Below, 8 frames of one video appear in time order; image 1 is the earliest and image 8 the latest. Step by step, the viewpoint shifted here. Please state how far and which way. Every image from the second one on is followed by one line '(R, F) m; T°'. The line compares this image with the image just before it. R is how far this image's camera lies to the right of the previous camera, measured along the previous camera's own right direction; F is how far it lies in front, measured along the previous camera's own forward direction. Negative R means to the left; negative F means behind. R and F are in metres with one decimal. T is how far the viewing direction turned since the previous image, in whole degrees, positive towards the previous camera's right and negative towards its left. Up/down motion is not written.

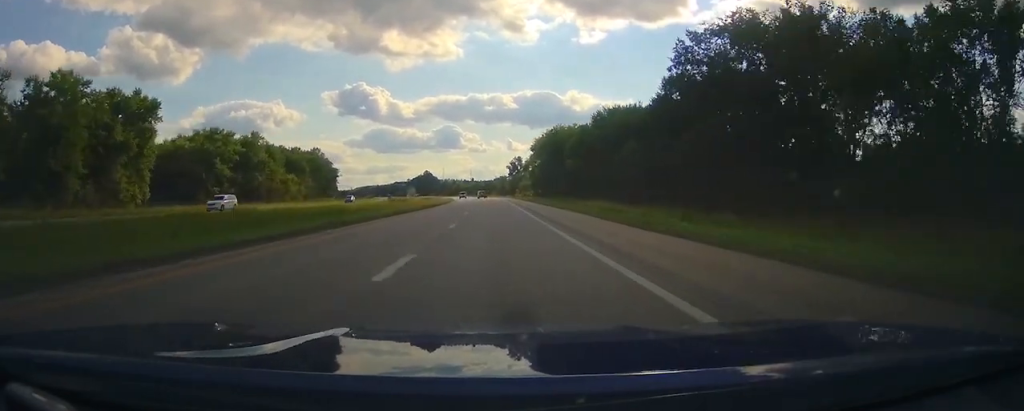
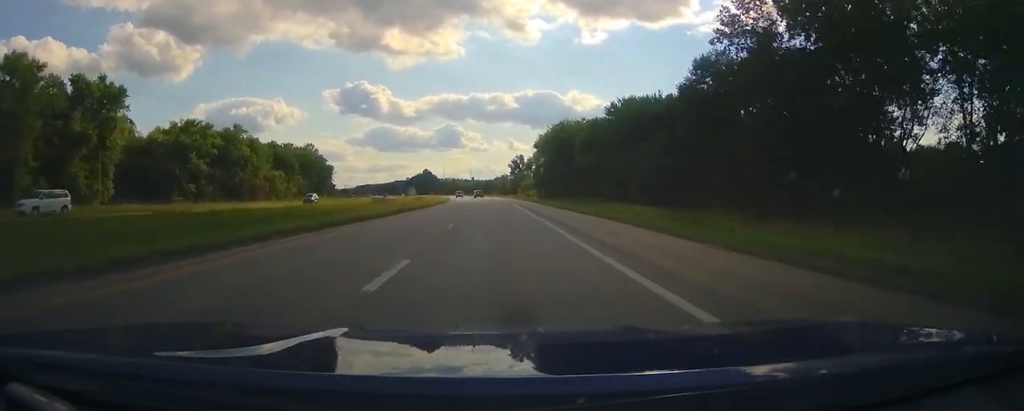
(0.0, +12.9) m; 0°
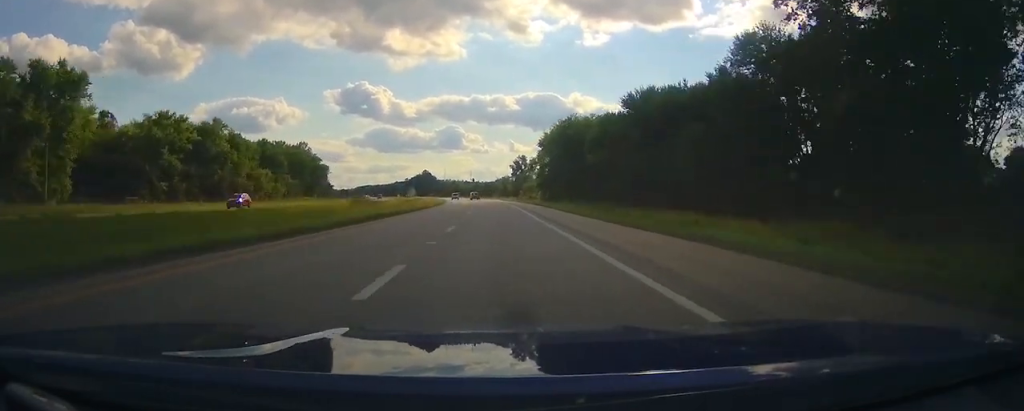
(-0.1, +12.9) m; 0°
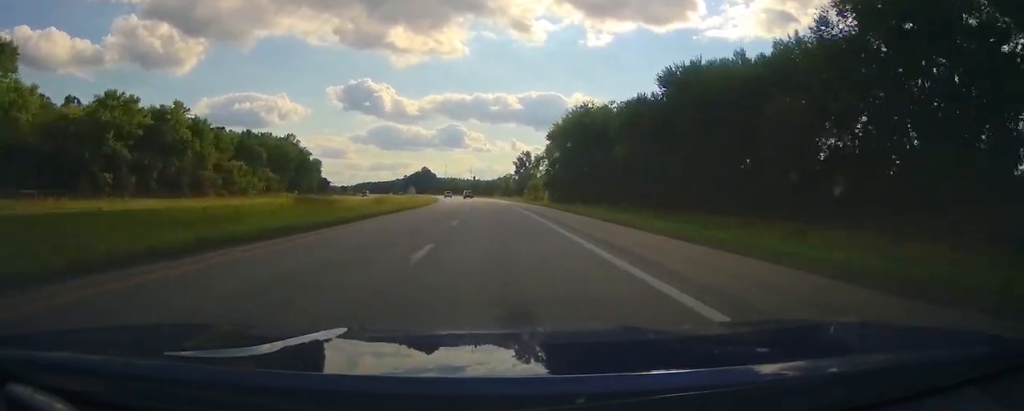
(-0.1, +20.5) m; 0°
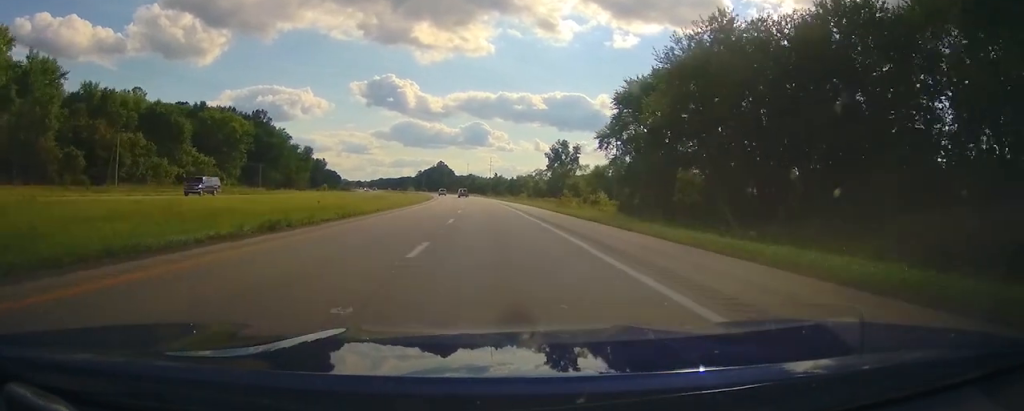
(-0.1, +60.6) m; -2°
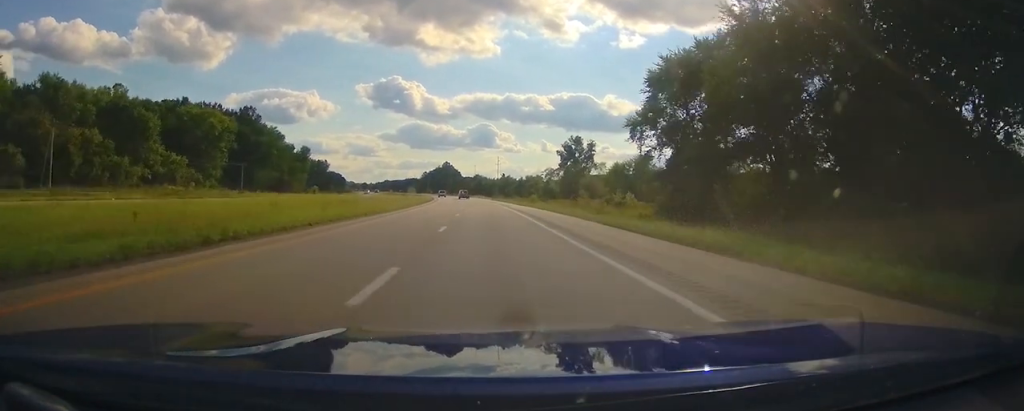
(-0.5, +16.4) m; -2°
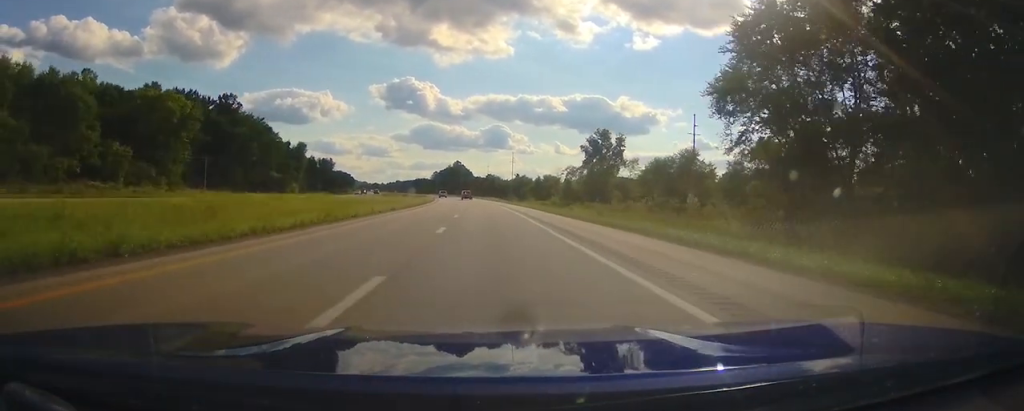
(-0.5, +25.3) m; -2°
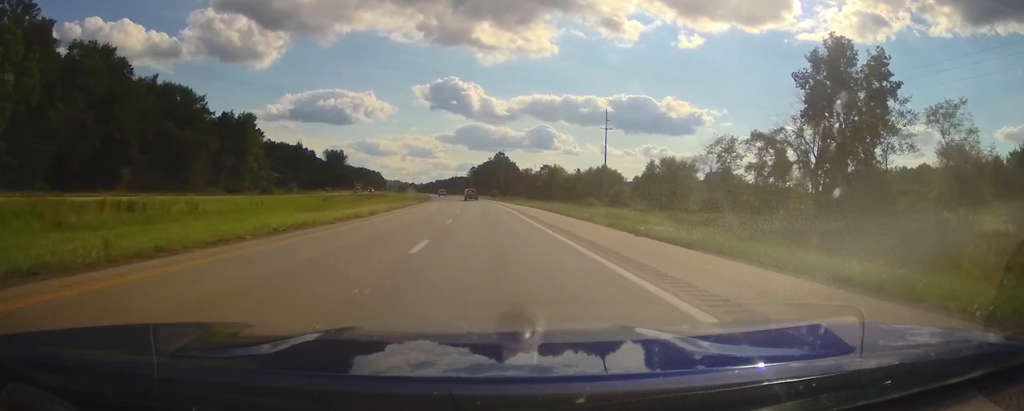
(-2.7, +104.6) m; -3°
